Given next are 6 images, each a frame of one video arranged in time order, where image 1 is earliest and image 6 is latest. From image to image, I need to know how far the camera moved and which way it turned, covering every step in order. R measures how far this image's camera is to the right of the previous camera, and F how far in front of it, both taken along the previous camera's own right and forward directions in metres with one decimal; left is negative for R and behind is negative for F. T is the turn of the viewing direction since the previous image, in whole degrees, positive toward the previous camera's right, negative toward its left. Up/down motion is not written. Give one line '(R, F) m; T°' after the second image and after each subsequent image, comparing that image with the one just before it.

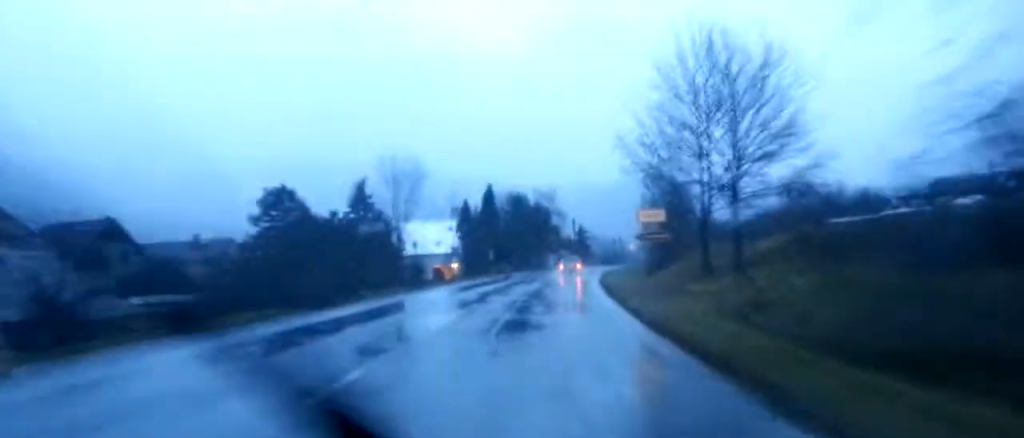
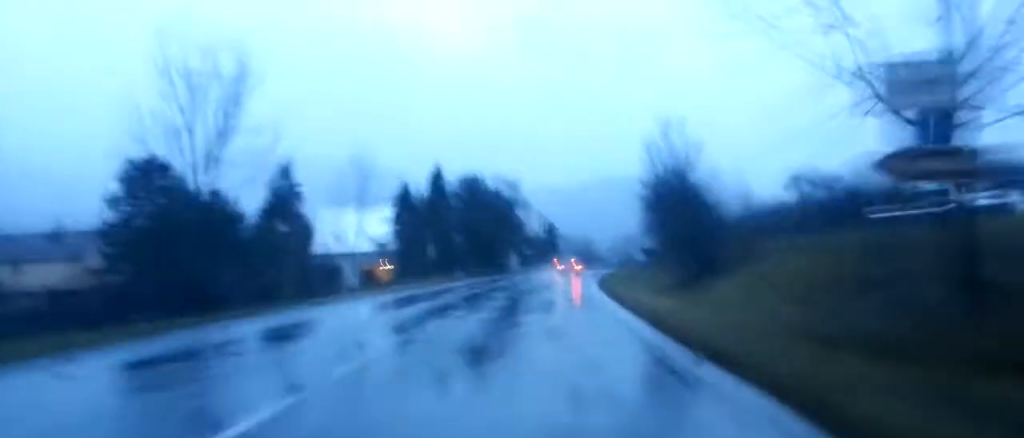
(+0.5, +21.8) m; +2°
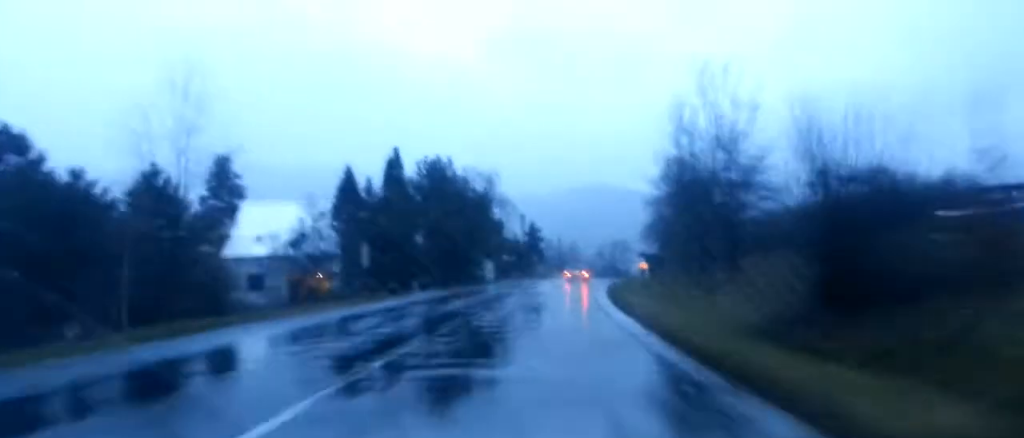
(+0.1, +16.7) m; +1°
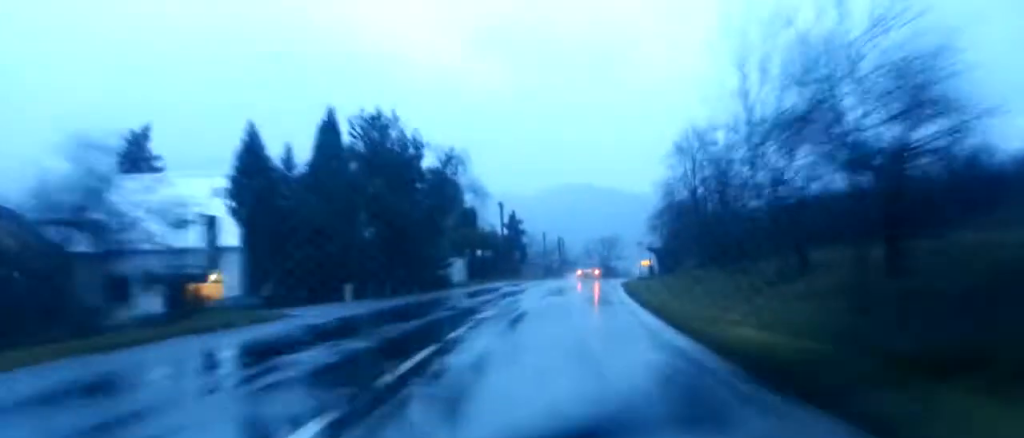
(+0.1, +16.4) m; +1°
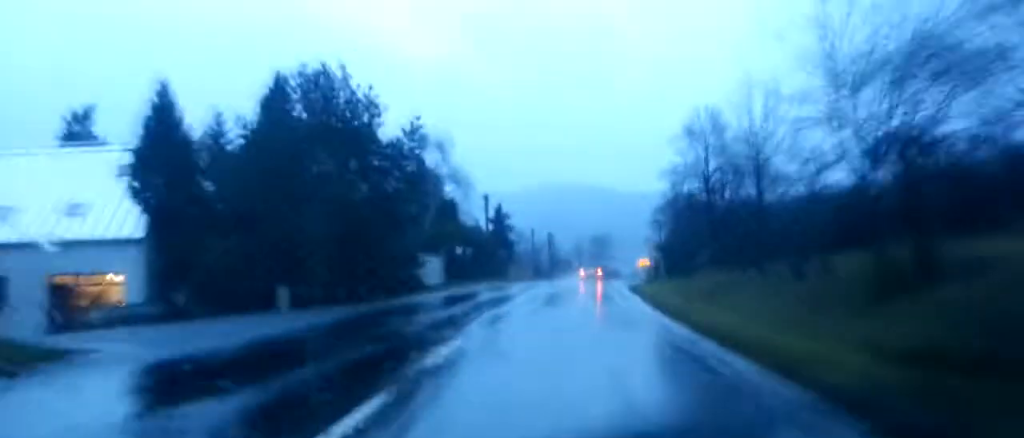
(0.0, +8.6) m; +1°
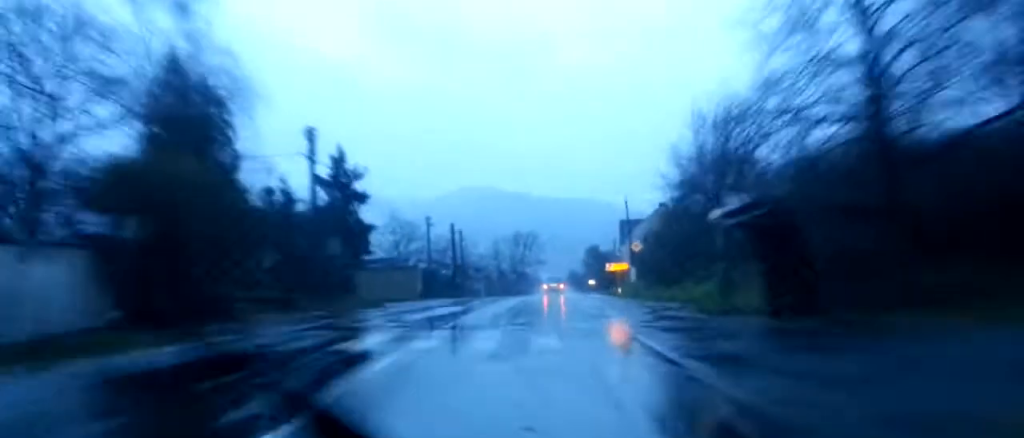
(+2.1, +36.9) m; +6°
